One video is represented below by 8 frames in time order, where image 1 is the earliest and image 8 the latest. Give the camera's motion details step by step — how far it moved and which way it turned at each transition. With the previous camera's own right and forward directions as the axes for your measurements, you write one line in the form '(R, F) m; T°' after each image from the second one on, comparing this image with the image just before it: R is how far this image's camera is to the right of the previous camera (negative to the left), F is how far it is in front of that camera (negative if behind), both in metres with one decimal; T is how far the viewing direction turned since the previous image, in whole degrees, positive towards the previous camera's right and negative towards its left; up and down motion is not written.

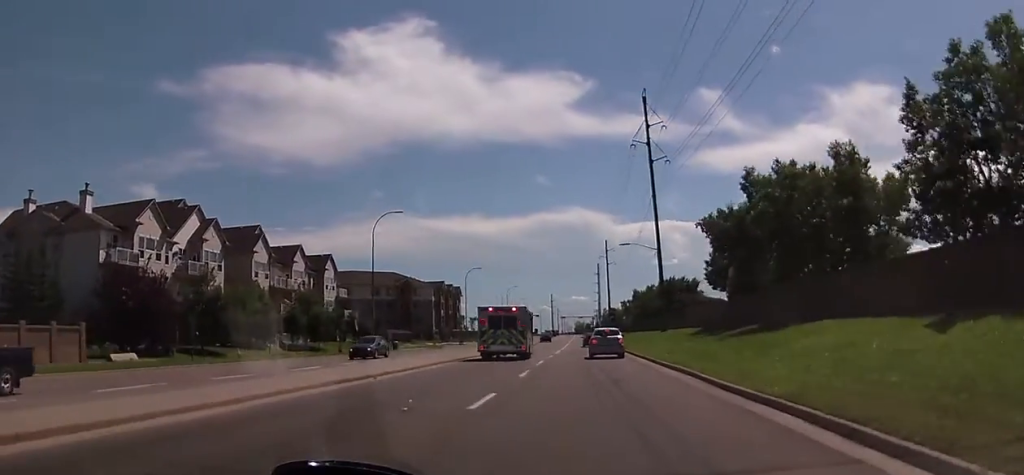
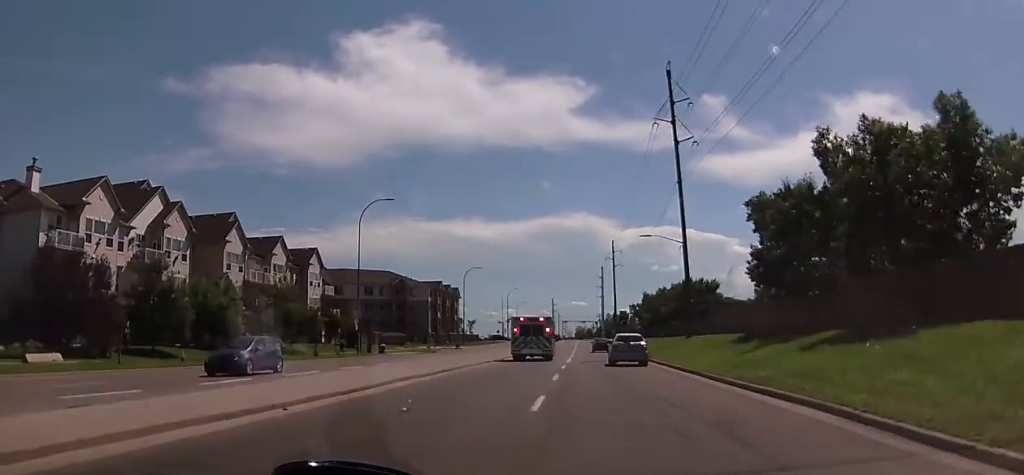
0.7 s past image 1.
(0.0, +8.0) m; +1°
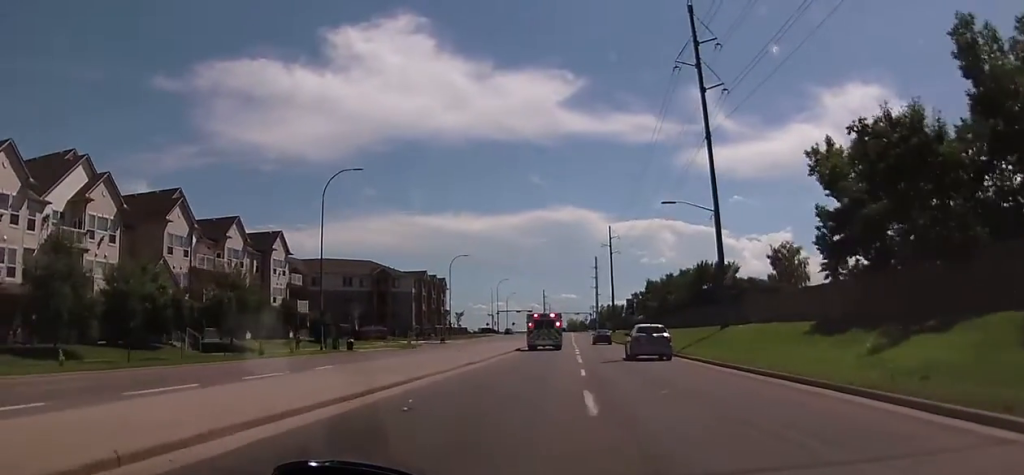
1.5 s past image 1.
(+0.1, +10.3) m; +1°
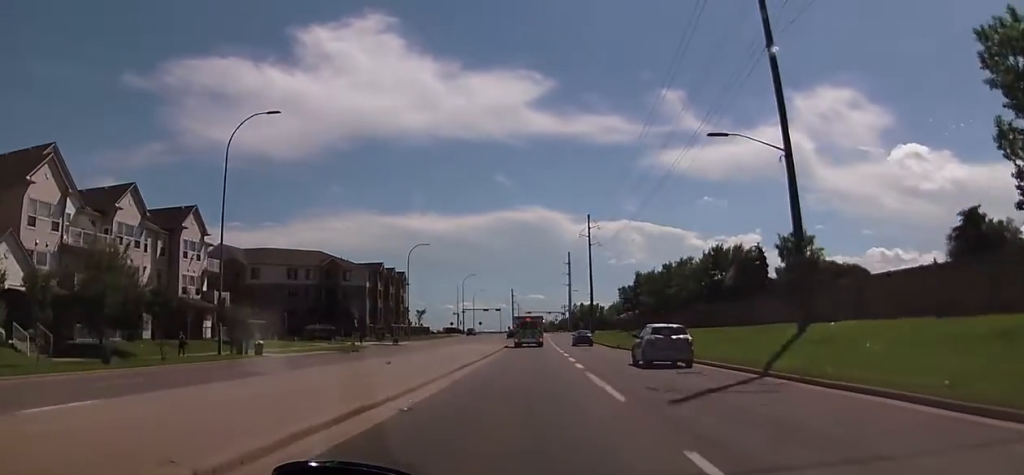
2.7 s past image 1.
(+0.2, +15.4) m; +1°
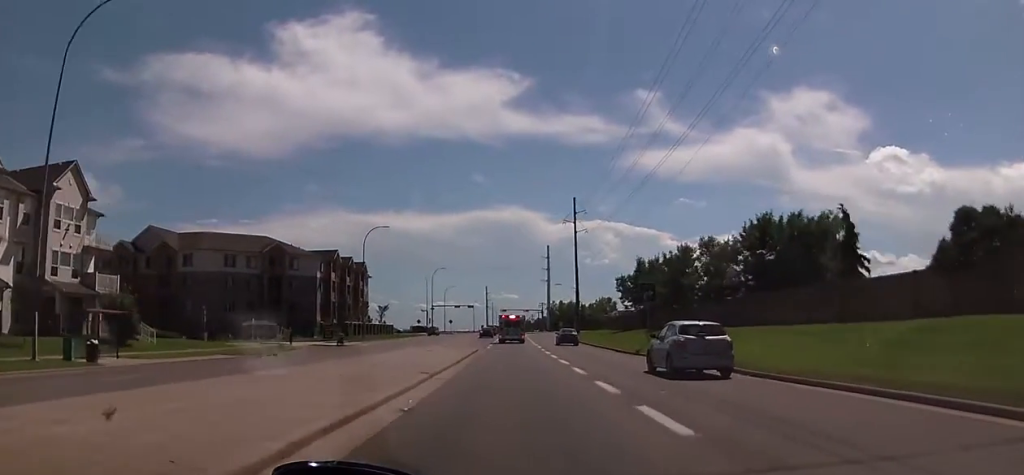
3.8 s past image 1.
(+0.2, +16.2) m; +2°
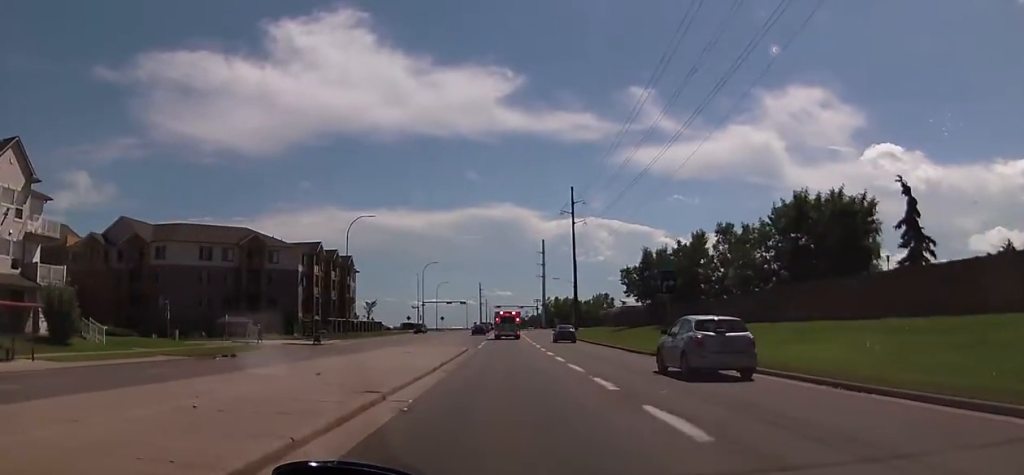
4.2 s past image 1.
(+0.2, +6.3) m; +1°
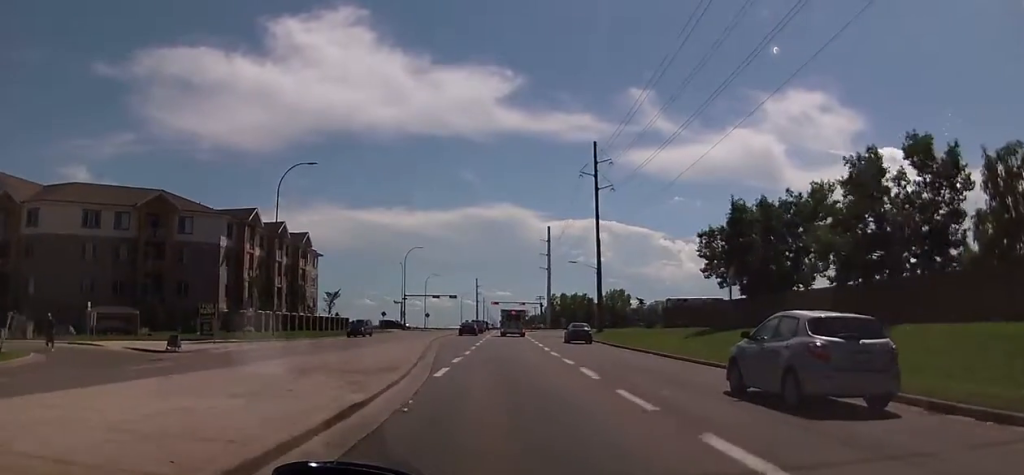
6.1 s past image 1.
(+0.1, +27.0) m; 0°
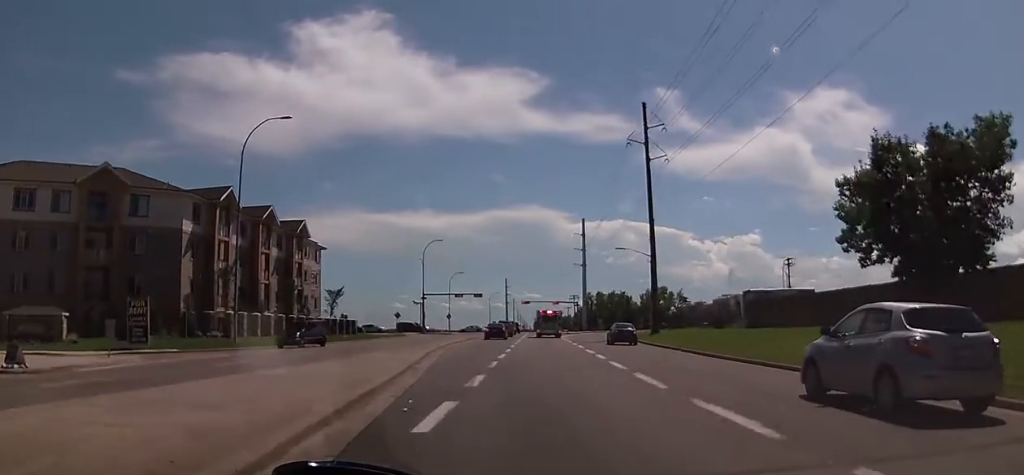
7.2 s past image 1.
(0.0, +14.8) m; -3°
